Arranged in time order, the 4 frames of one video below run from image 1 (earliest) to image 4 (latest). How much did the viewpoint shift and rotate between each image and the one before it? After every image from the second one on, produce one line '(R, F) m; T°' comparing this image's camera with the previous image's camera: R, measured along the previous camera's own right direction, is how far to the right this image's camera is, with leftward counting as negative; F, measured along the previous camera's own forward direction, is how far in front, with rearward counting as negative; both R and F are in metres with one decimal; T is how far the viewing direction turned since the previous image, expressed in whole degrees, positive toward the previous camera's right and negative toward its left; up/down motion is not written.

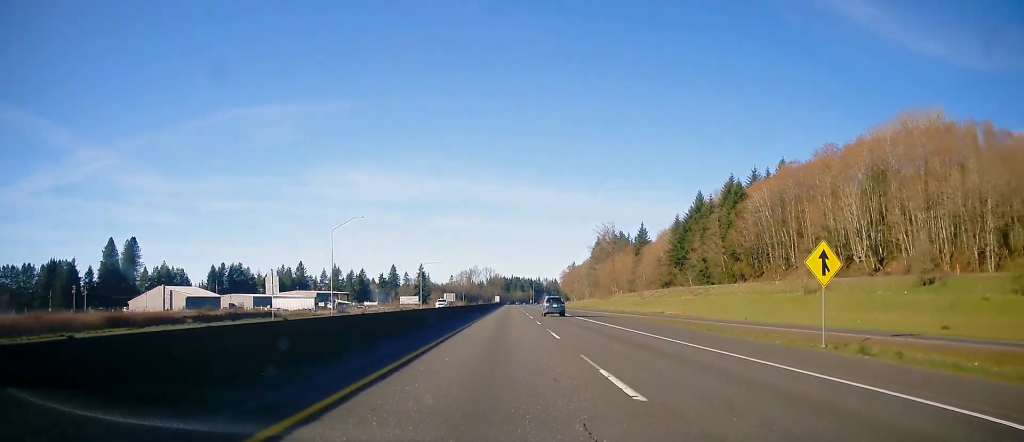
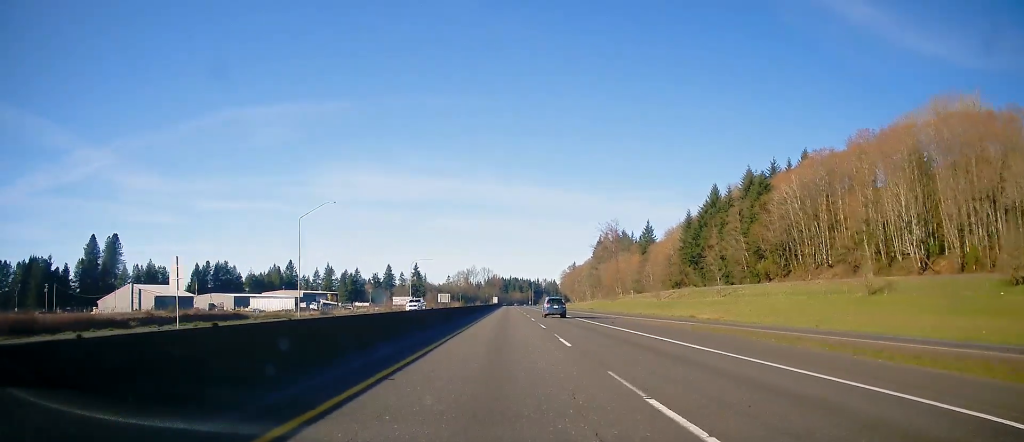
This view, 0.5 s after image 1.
(0.0, +15.2) m; 0°
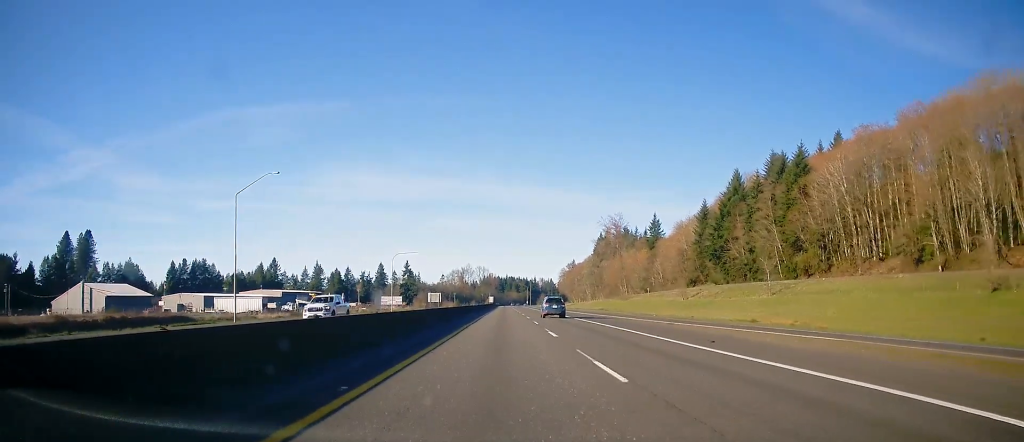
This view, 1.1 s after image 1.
(0.0, +19.7) m; 0°
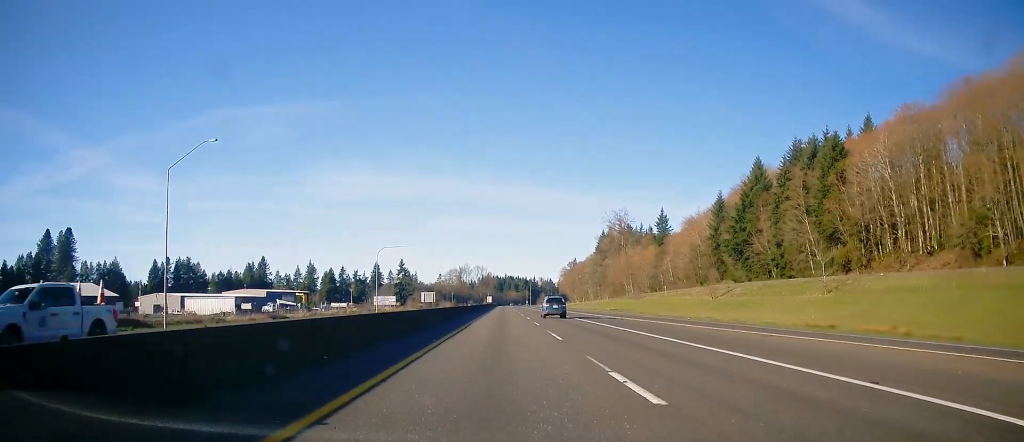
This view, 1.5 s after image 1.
(+0.2, +14.3) m; 0°
